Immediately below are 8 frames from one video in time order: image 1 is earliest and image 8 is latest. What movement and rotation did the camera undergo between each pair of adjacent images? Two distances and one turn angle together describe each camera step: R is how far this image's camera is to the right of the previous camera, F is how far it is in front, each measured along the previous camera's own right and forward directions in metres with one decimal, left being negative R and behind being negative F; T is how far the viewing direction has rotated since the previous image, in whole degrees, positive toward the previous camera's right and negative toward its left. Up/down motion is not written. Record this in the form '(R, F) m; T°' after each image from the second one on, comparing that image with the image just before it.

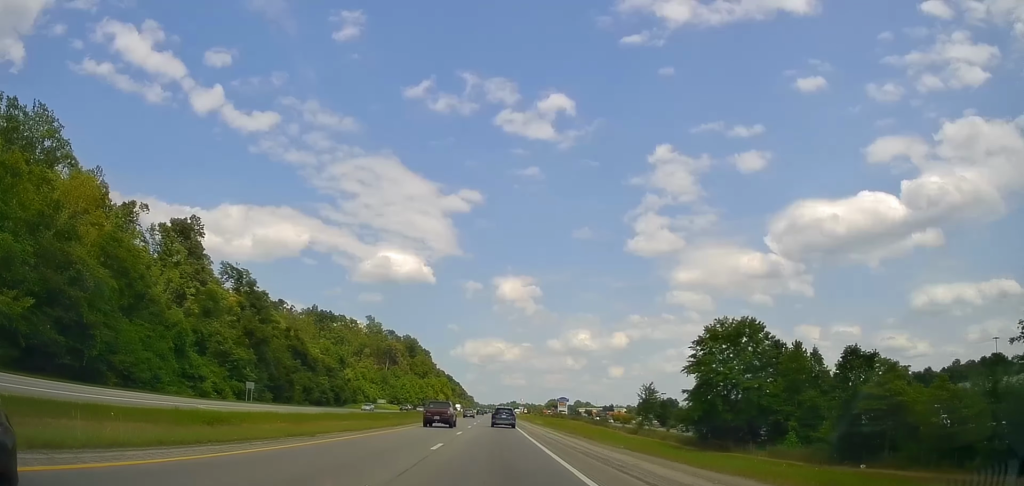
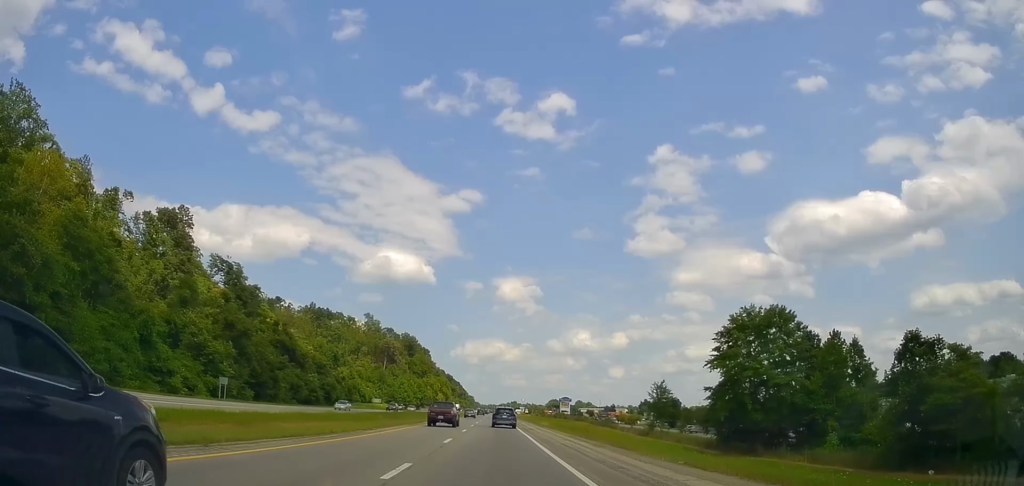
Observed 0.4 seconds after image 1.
(-0.2, +8.3) m; 0°
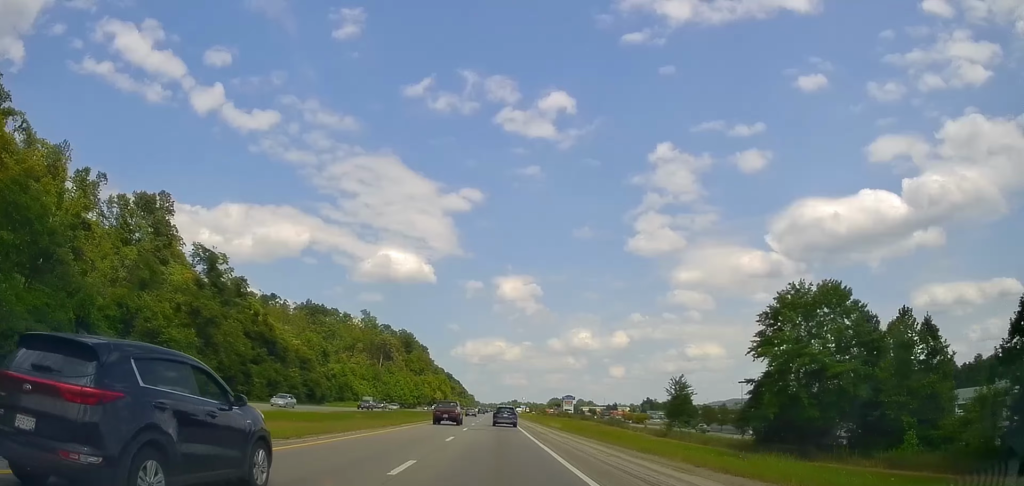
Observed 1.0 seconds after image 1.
(-0.1, +12.0) m; 0°
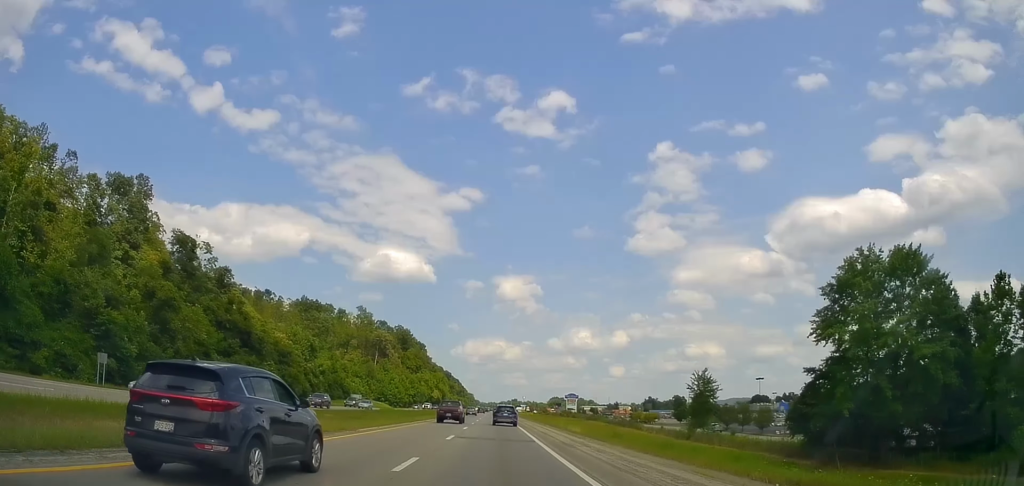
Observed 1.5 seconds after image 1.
(0.0, +12.2) m; 0°
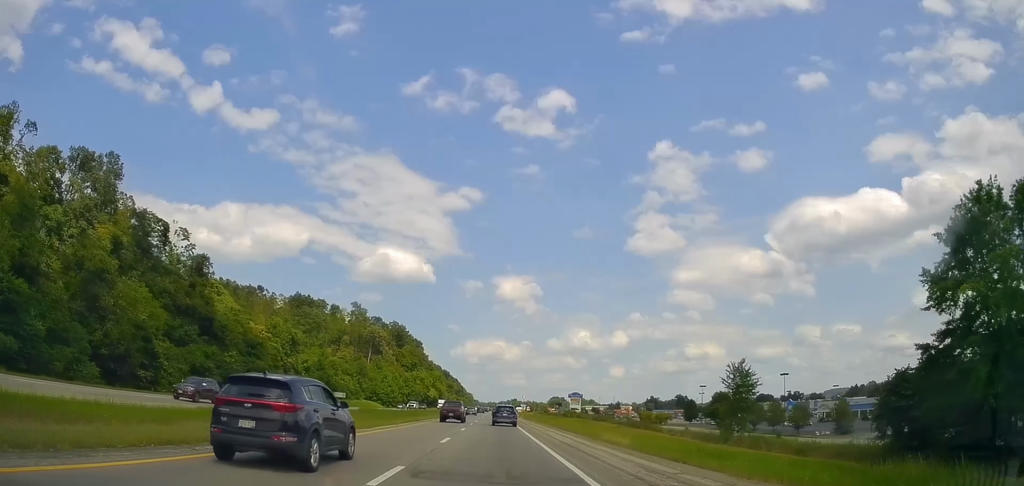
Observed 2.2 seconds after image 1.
(0.0, +14.8) m; +1°
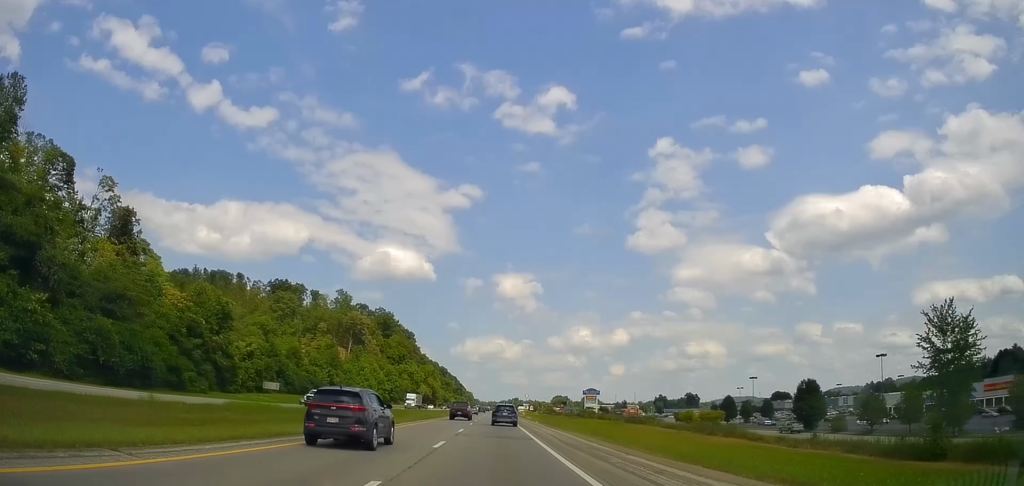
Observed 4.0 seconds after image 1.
(+1.0, +40.1) m; +1°
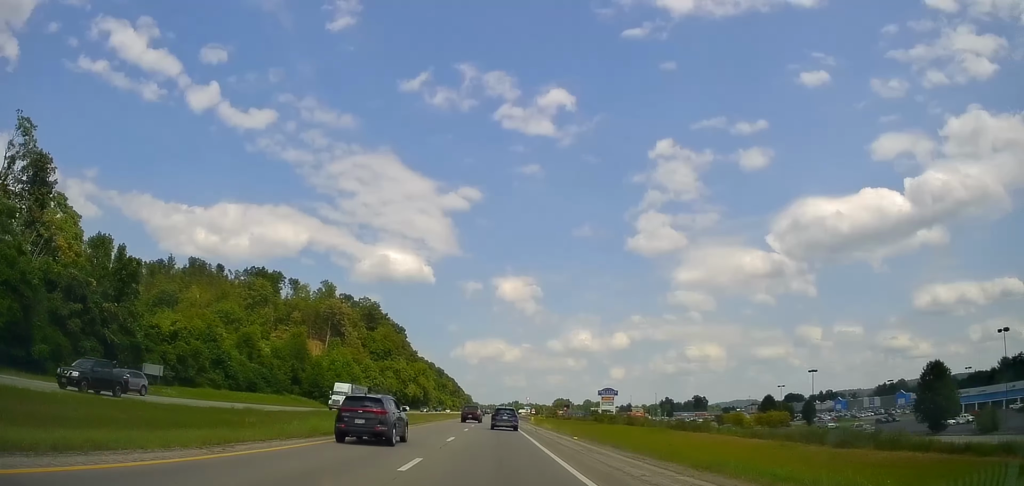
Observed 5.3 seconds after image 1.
(-0.8, +32.6) m; -2°
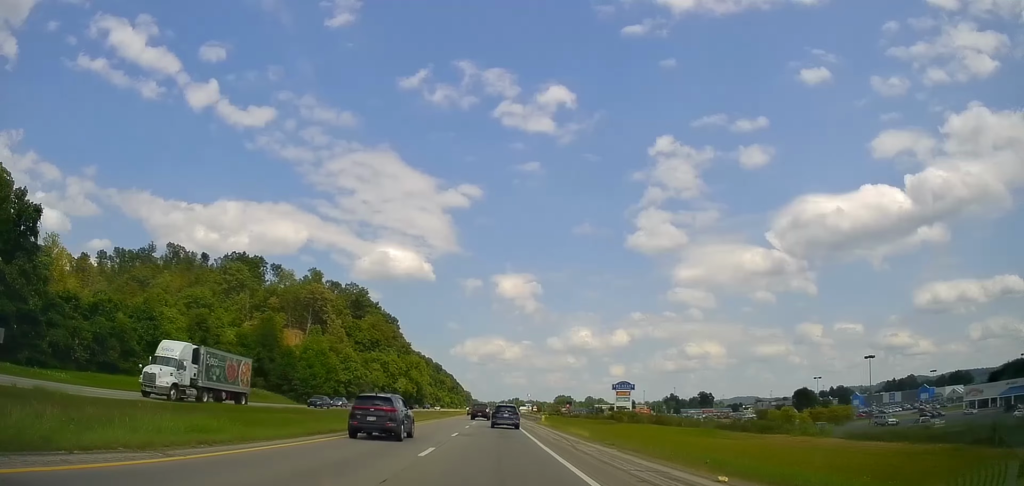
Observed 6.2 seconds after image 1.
(0.0, +22.2) m; +1°
